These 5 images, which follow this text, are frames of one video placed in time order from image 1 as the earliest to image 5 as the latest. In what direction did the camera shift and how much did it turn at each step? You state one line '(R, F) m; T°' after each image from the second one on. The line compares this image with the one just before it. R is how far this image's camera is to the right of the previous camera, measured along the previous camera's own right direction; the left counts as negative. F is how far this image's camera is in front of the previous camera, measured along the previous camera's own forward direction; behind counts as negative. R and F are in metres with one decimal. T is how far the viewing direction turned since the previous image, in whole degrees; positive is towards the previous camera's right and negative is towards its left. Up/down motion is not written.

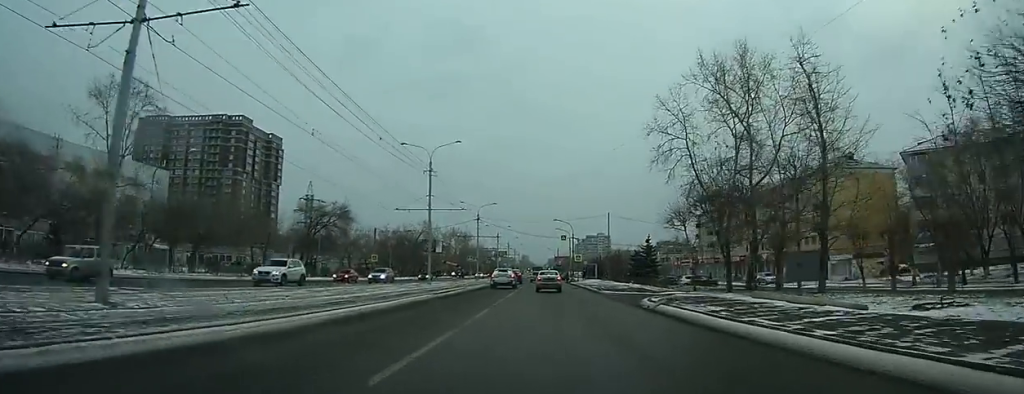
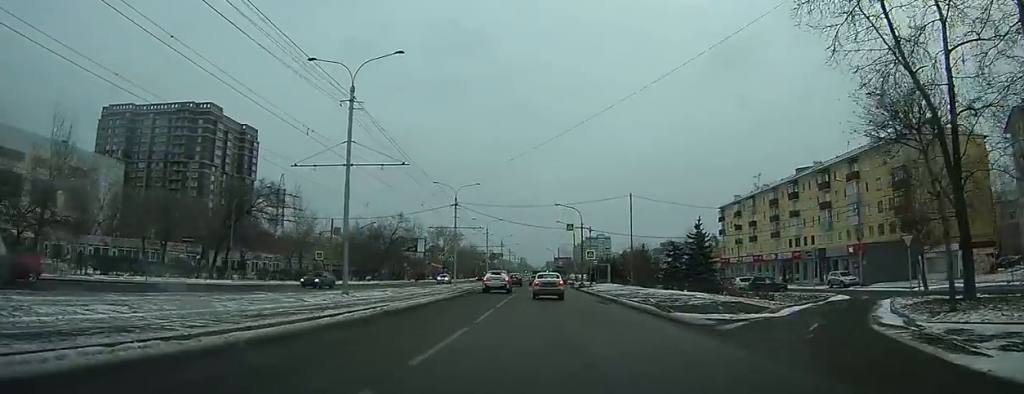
(+0.4, +19.0) m; +2°
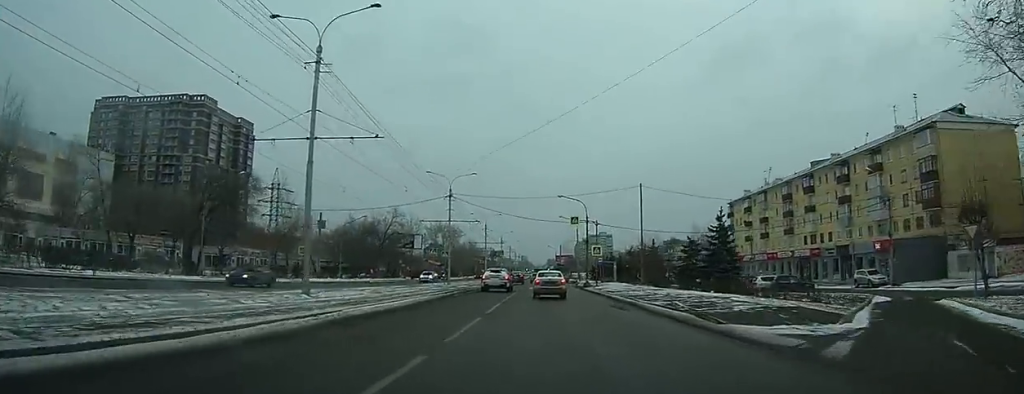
(0.0, +4.8) m; 0°
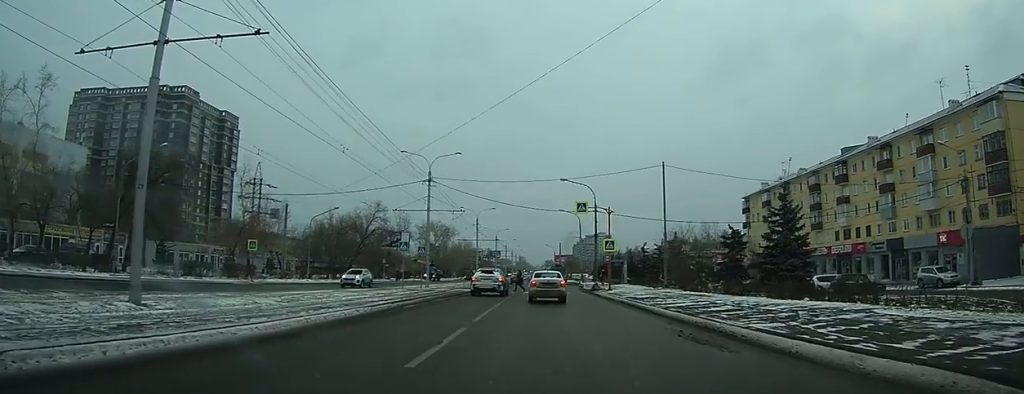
(+0.1, +9.5) m; +2°
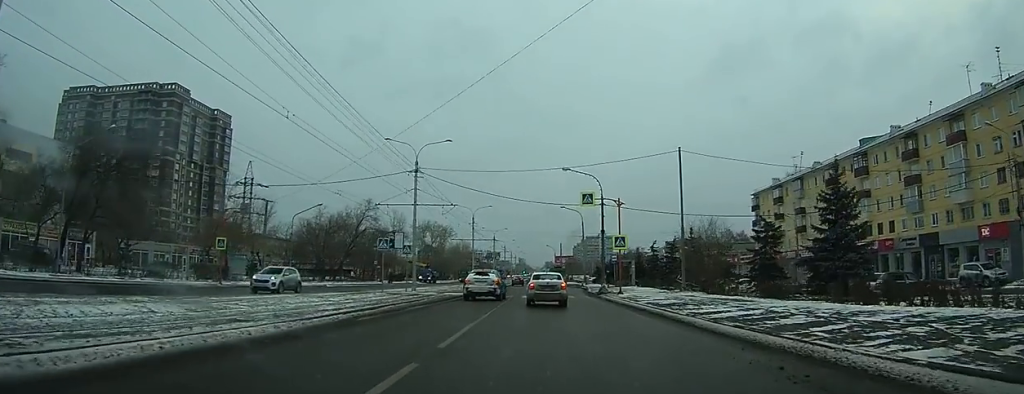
(+0.1, +4.5) m; 0°
